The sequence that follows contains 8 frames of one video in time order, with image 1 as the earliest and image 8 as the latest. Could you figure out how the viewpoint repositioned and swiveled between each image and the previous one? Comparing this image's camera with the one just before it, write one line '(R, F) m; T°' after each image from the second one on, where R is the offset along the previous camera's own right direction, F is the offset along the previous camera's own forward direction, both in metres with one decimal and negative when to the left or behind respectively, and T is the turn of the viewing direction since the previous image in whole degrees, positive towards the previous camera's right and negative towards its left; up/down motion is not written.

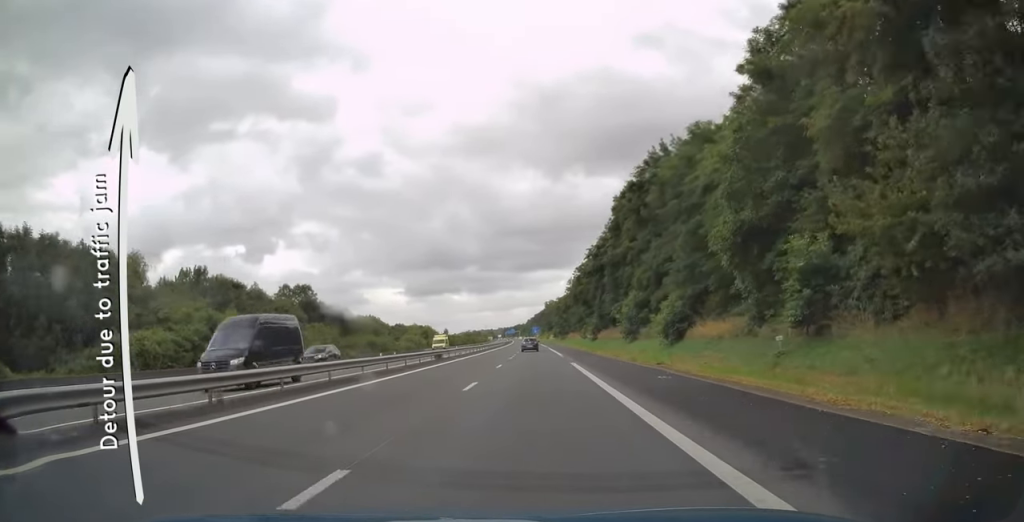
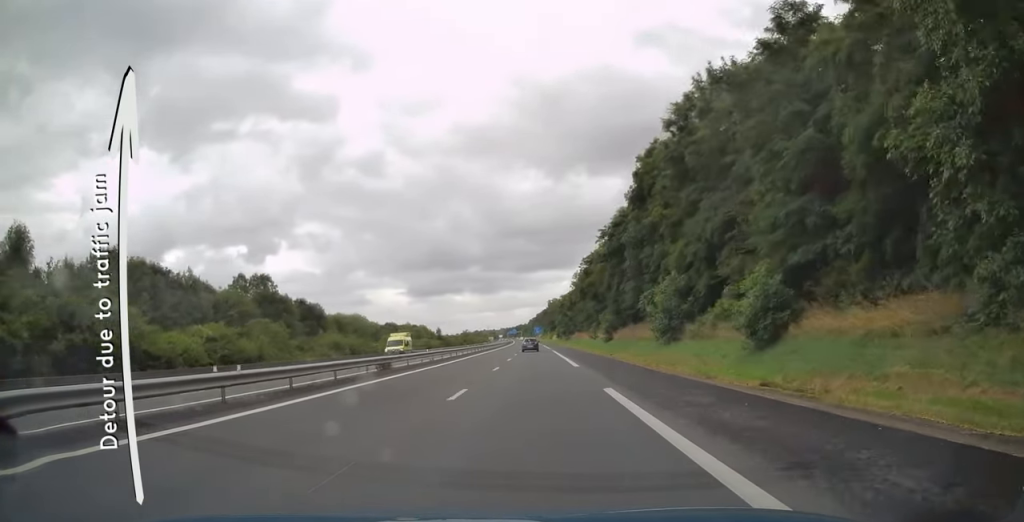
(-0.1, +15.6) m; -1°
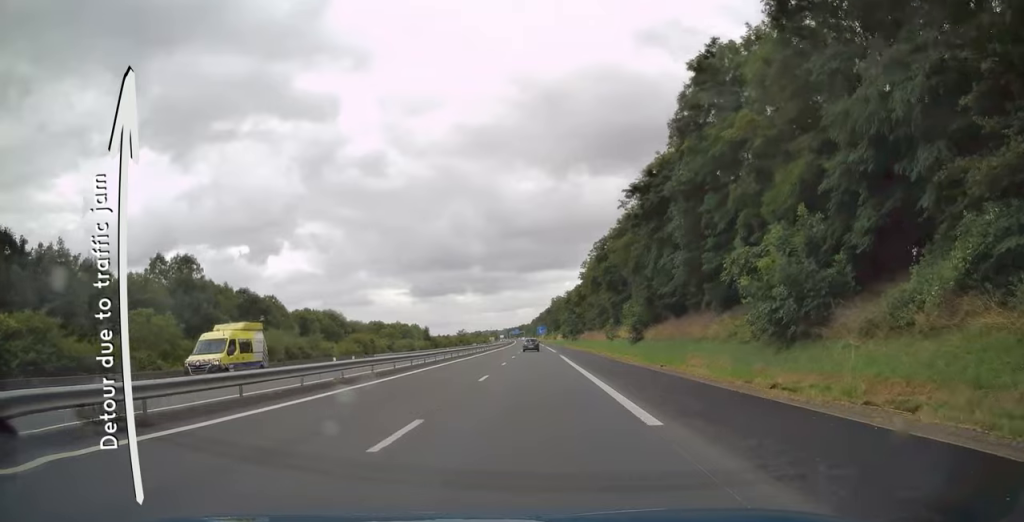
(+0.1, +19.5) m; 0°
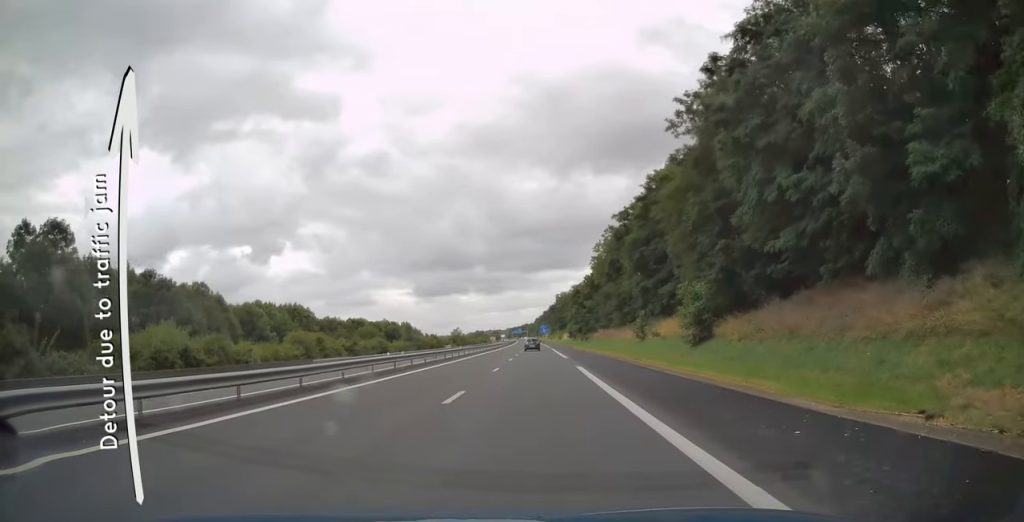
(-0.2, +20.5) m; 0°
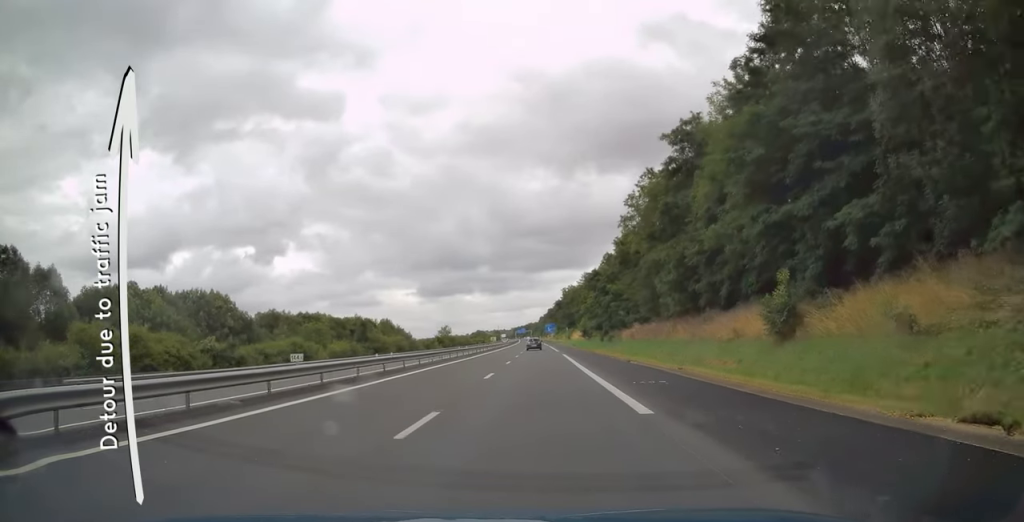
(-0.2, +30.8) m; 0°
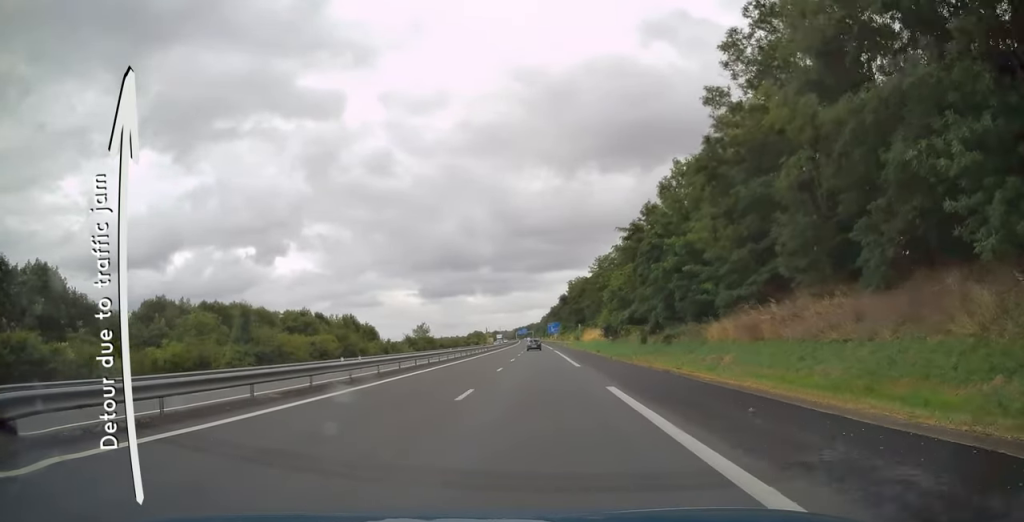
(0.0, +33.5) m; 0°
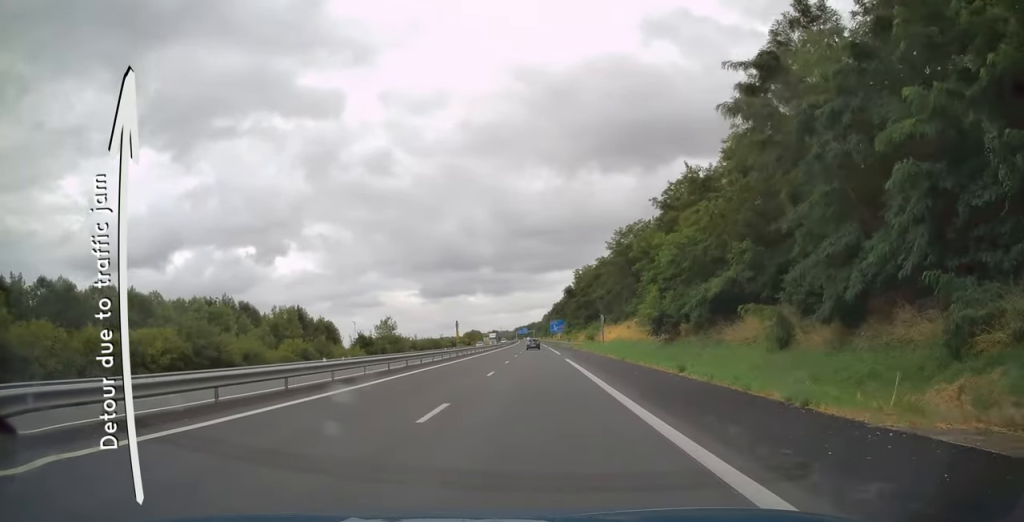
(0.0, +30.2) m; 0°
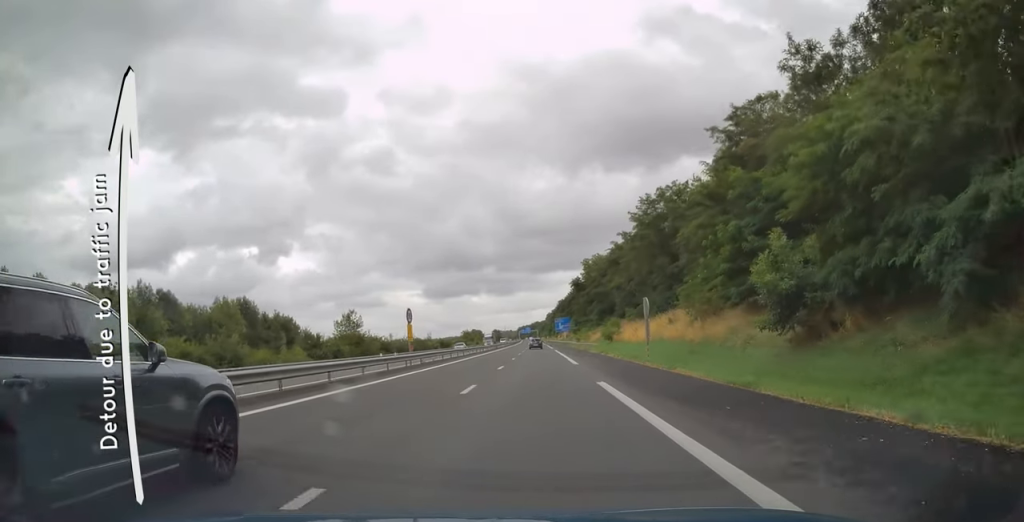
(+0.1, +20.8) m; 0°
